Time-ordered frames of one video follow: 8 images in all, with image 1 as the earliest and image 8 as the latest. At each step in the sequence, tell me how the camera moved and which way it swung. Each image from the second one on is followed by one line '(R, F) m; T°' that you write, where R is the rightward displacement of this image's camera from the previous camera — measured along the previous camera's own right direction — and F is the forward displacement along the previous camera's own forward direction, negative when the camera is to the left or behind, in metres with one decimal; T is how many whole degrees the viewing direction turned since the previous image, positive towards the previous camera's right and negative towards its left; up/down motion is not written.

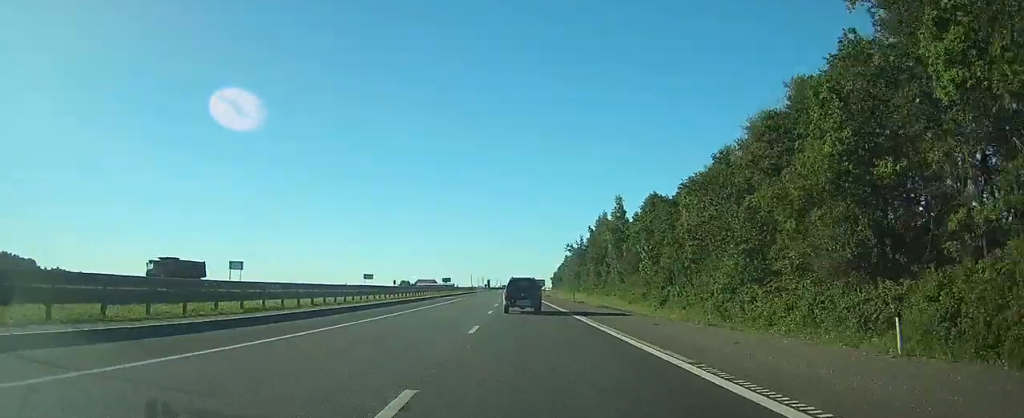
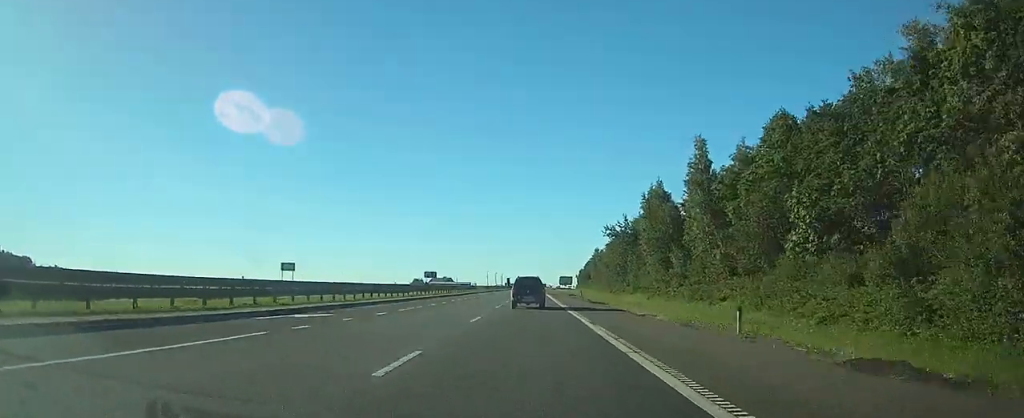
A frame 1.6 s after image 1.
(-0.8, +43.8) m; -2°
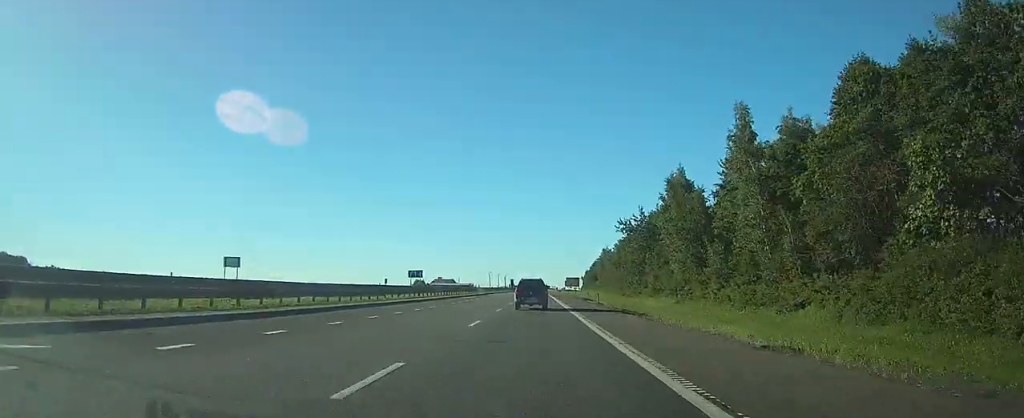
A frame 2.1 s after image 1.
(-0.1, +13.5) m; 0°
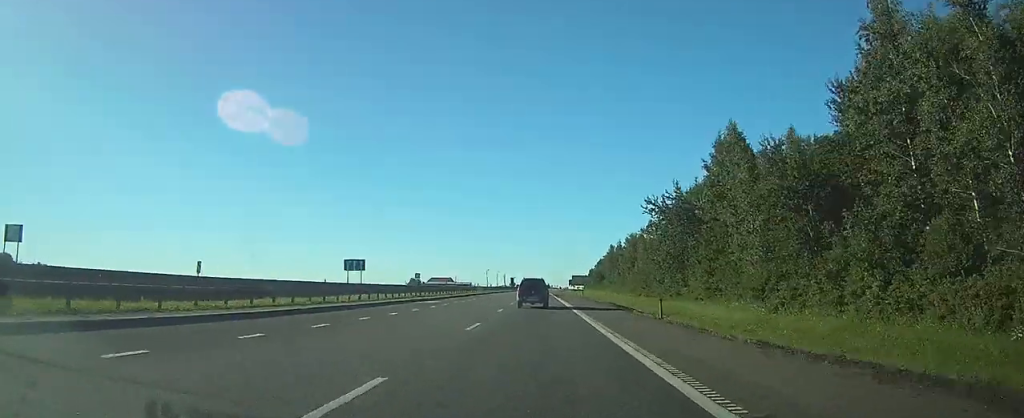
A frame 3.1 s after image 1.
(-0.1, +25.2) m; -1°
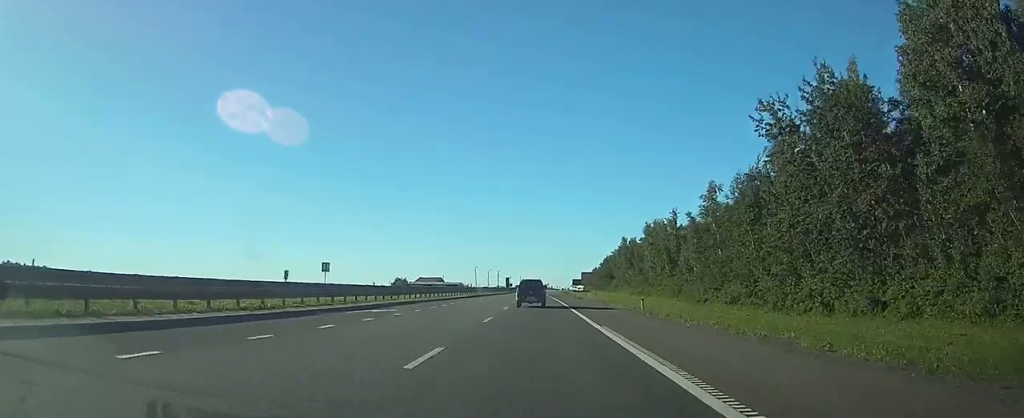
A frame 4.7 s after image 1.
(-0.4, +43.5) m; -1°
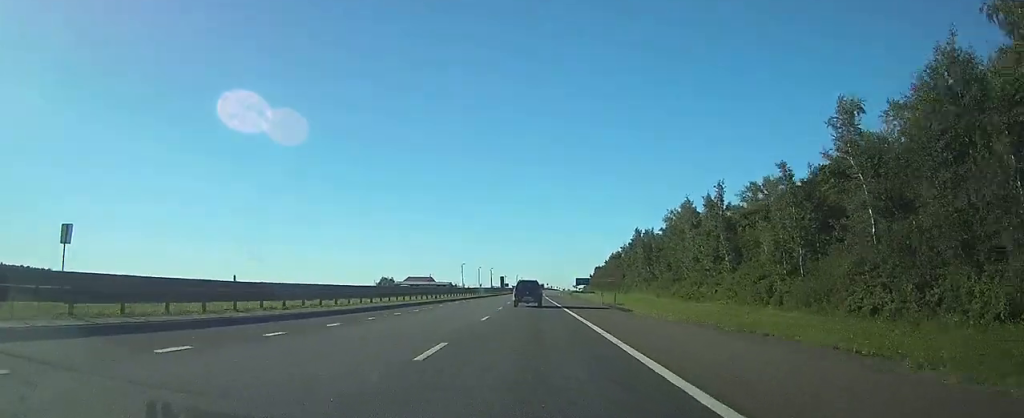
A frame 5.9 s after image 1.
(+0.2, +34.6) m; 0°
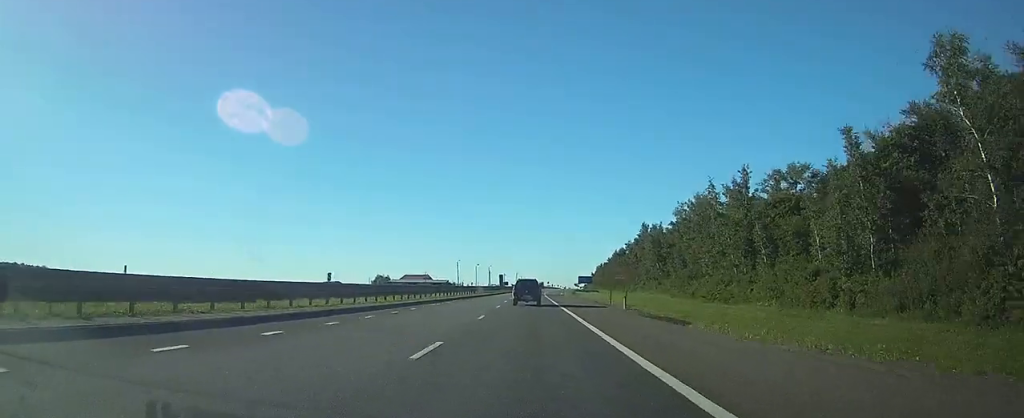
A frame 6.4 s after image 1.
(0.0, +11.8) m; 0°
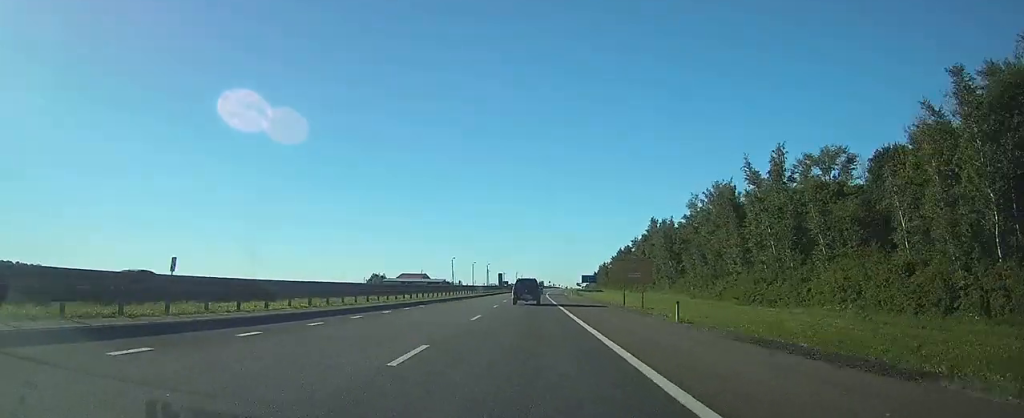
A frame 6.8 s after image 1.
(0.0, +12.8) m; 0°
